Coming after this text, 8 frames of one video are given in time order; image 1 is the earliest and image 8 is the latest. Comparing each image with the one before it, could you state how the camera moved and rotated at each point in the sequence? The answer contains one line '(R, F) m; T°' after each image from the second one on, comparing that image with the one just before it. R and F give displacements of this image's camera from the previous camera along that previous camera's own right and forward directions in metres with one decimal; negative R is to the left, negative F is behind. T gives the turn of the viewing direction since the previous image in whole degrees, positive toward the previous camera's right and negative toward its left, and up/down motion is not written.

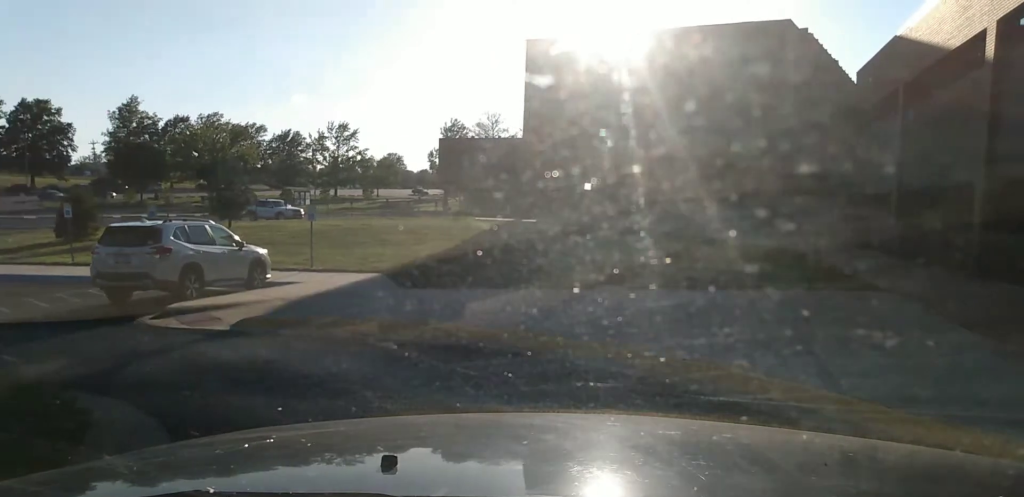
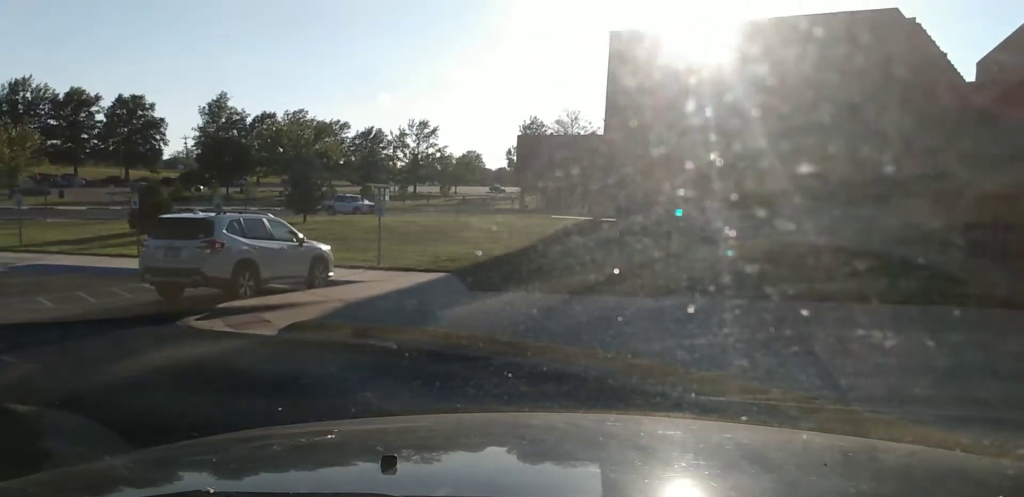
(0.0, +1.8) m; -2°
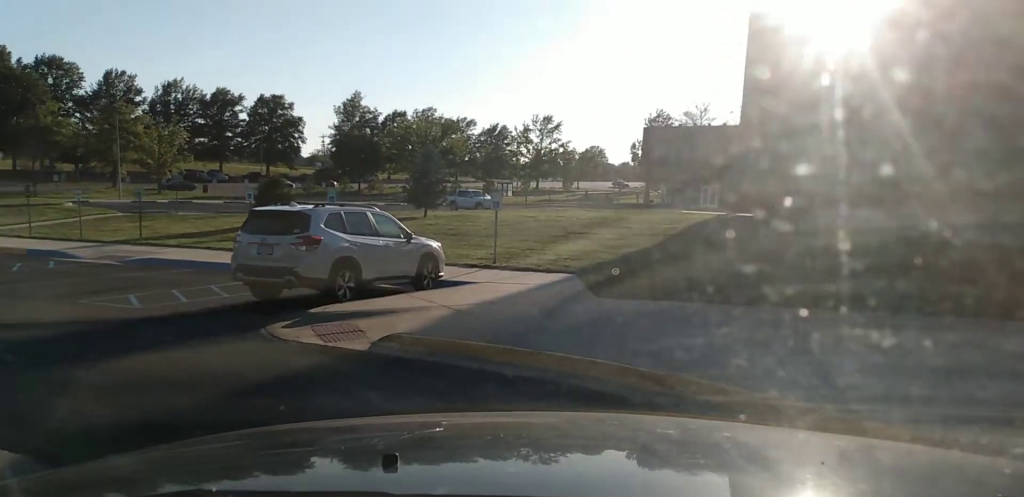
(-0.1, +2.4) m; -5°
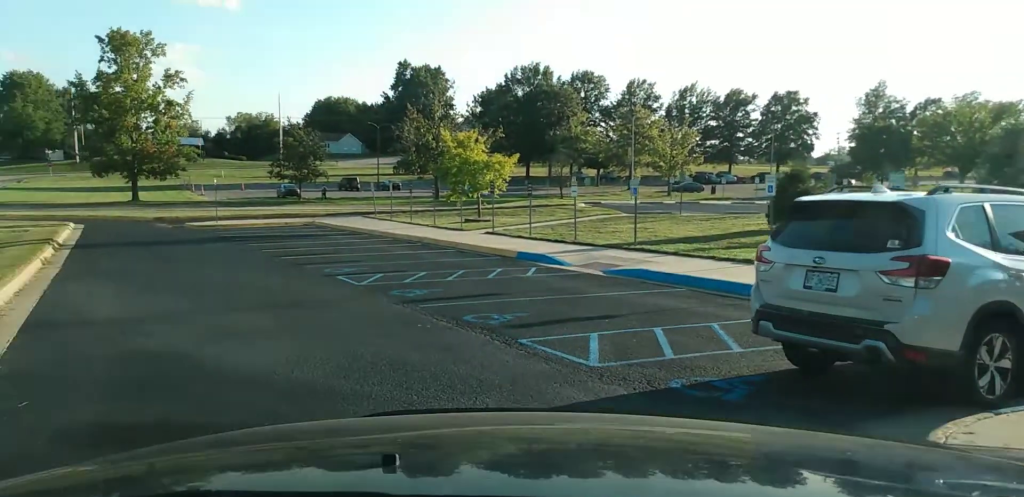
(-1.3, +6.0) m; -32°
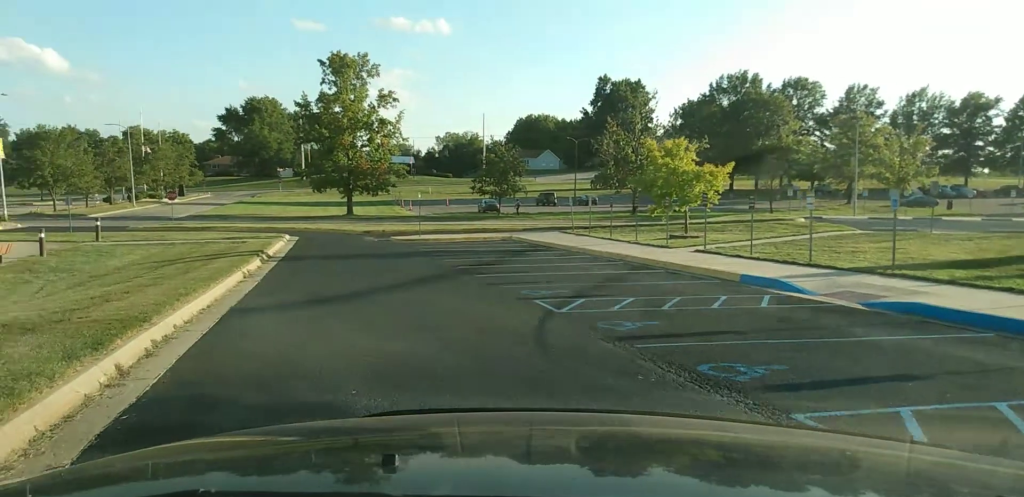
(-0.3, +2.3) m; -16°
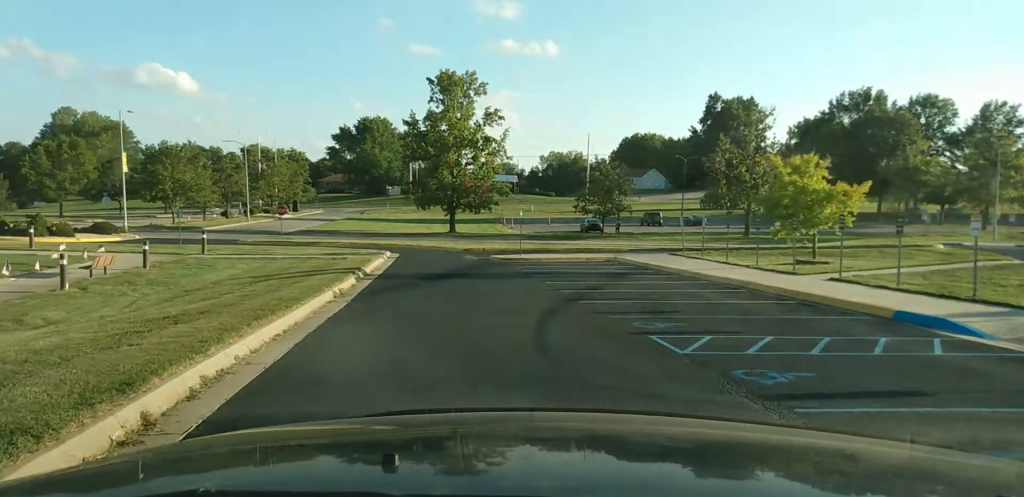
(-0.1, +1.8) m; -11°
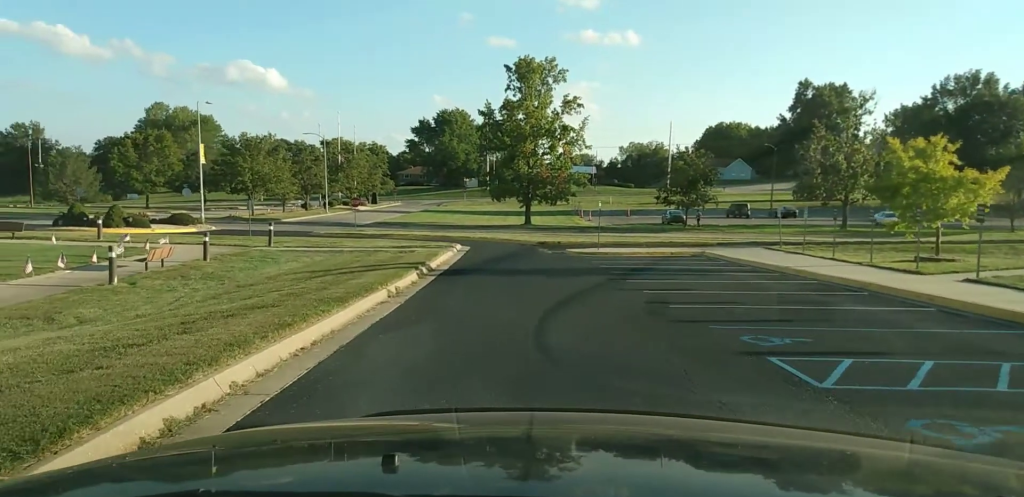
(-0.3, +2.3) m; -11°
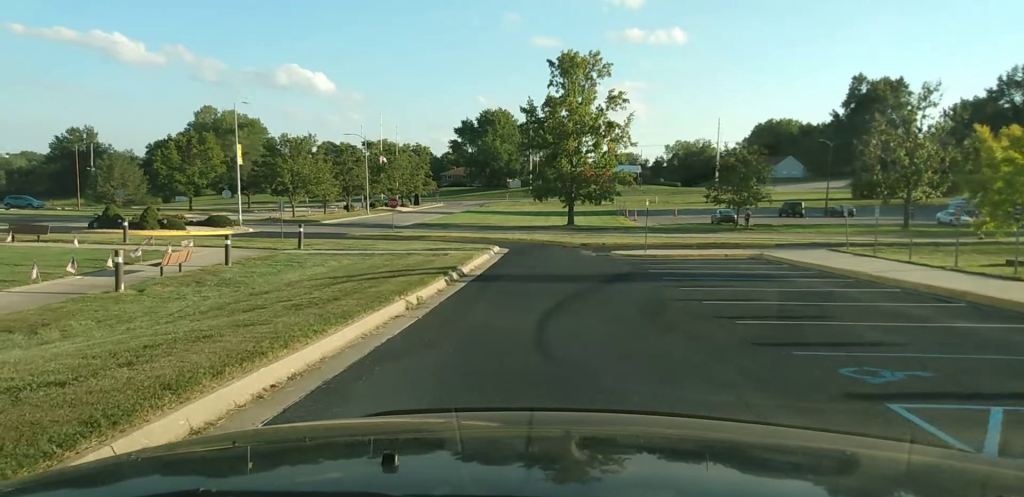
(-0.1, +2.1) m; -8°
